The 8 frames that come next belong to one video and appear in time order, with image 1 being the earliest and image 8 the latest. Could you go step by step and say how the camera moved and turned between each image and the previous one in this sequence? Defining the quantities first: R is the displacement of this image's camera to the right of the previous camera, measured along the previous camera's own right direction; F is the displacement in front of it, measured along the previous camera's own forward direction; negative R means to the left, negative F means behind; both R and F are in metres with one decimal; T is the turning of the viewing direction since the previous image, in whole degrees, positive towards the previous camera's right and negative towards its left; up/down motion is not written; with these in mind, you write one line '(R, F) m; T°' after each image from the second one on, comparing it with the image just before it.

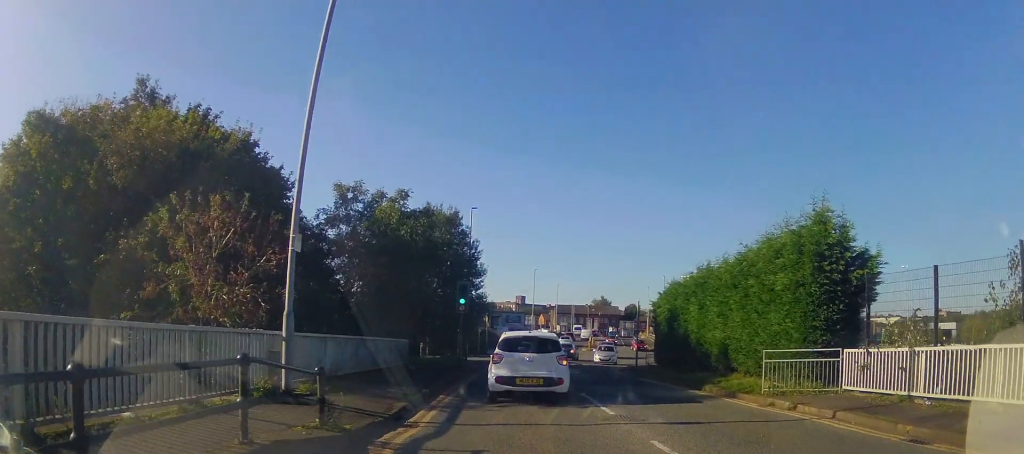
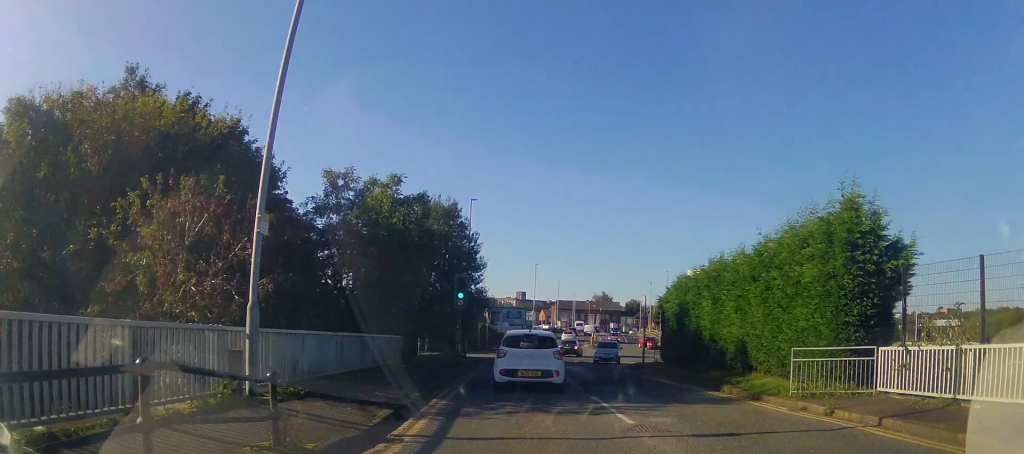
(-0.3, +1.3) m; -1°
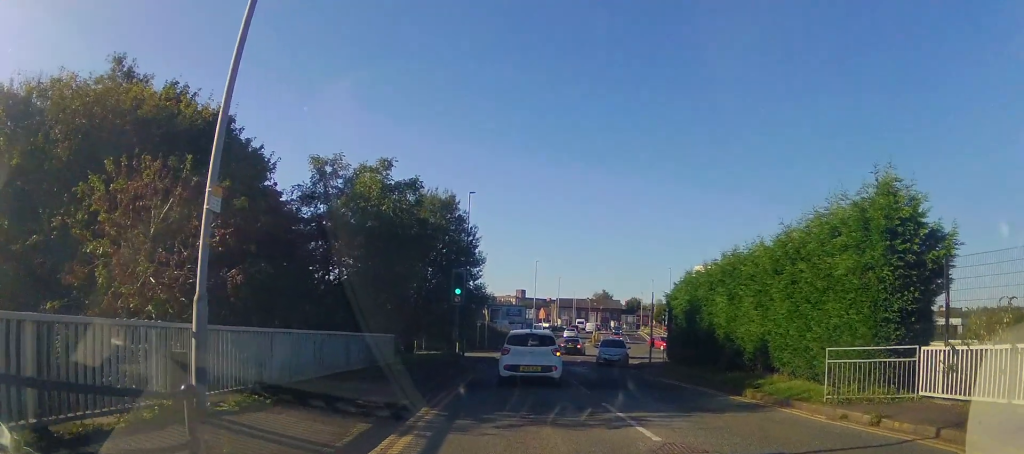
(+0.3, +1.2) m; +5°
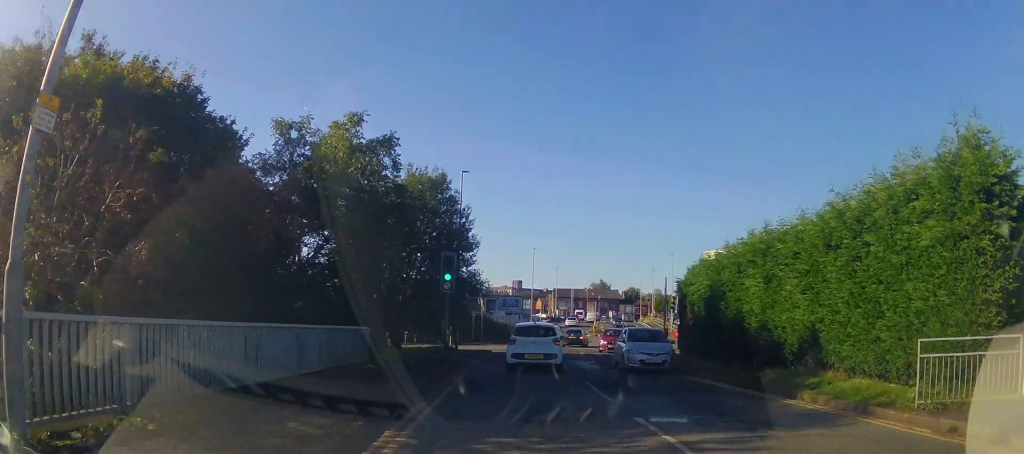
(+0.2, +2.3) m; +2°
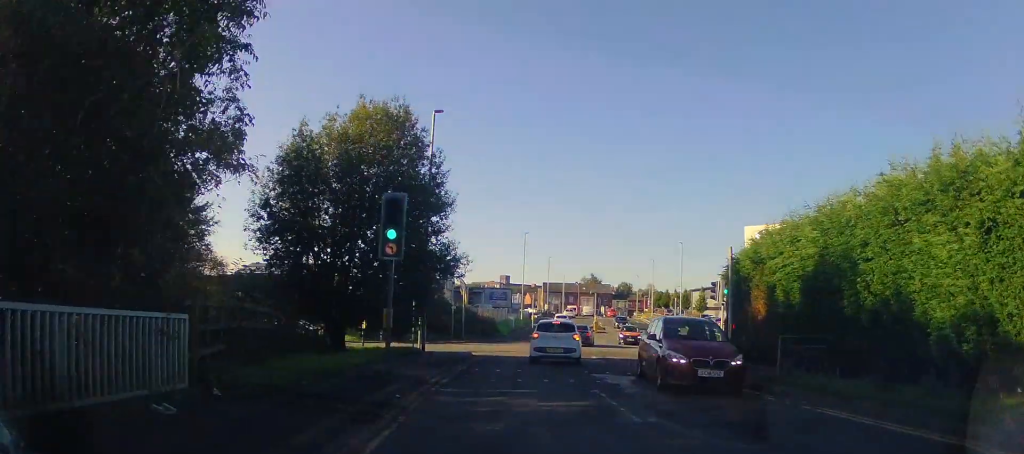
(-0.5, +7.6) m; -4°
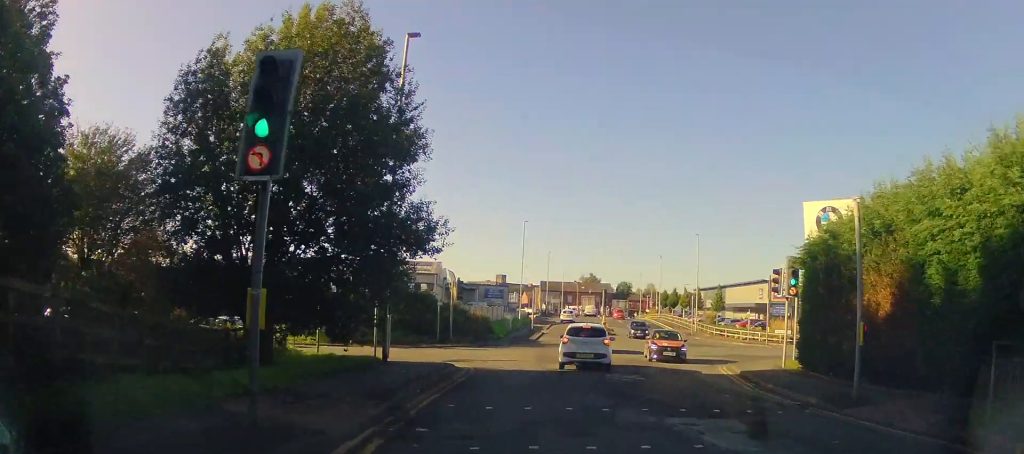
(+0.1, +7.1) m; 0°
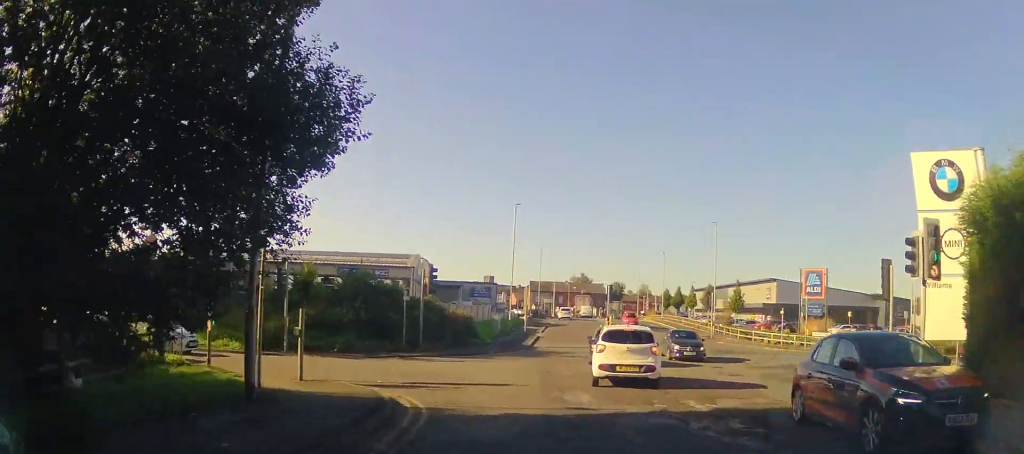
(+0.1, +8.7) m; +4°
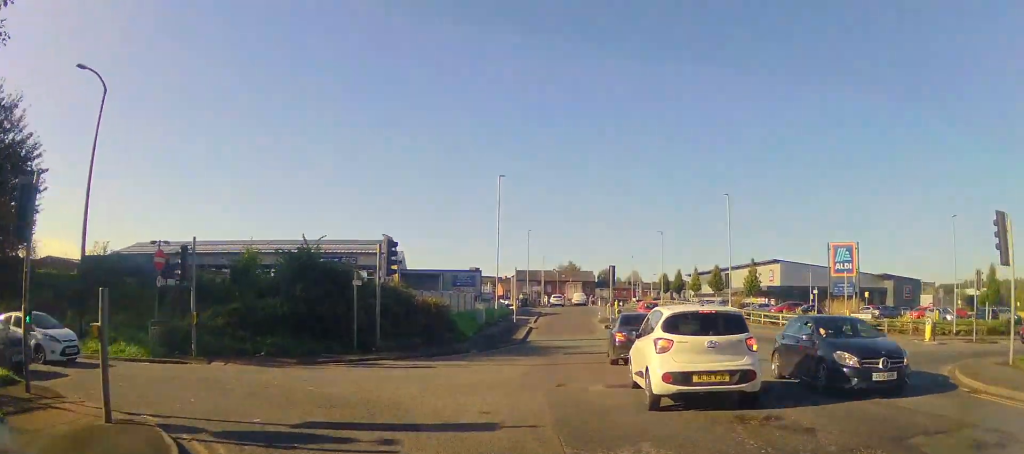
(+0.3, +6.8) m; +3°
